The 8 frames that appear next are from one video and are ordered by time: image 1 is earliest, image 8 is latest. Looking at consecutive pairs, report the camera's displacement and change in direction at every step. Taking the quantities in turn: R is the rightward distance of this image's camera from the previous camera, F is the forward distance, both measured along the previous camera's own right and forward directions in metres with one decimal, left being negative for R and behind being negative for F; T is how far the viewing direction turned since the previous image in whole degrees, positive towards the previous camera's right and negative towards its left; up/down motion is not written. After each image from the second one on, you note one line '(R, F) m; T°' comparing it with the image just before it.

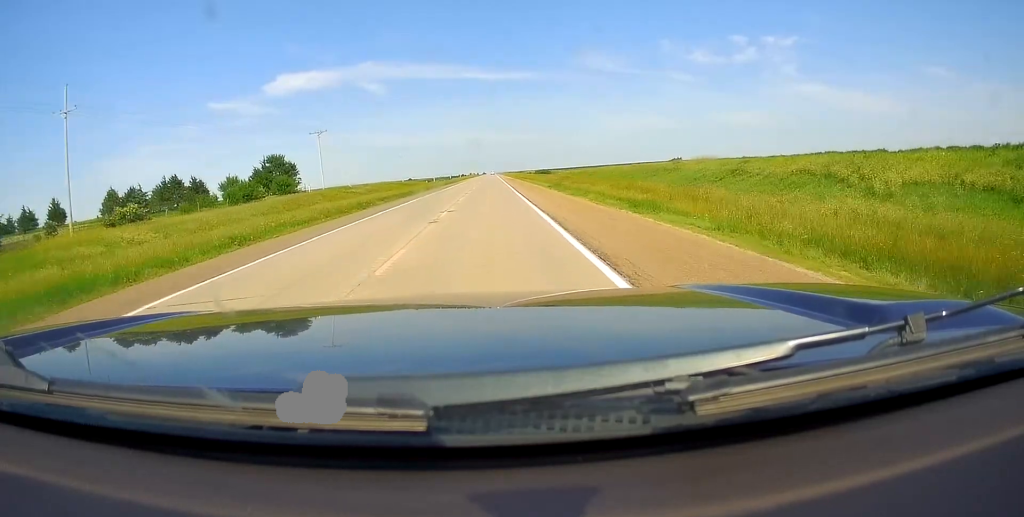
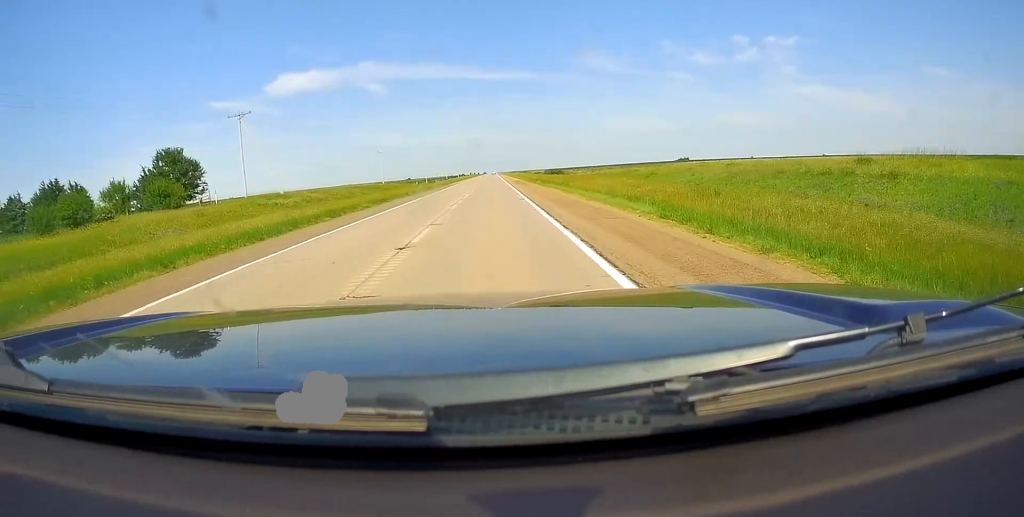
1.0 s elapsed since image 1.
(0.0, +32.3) m; 0°
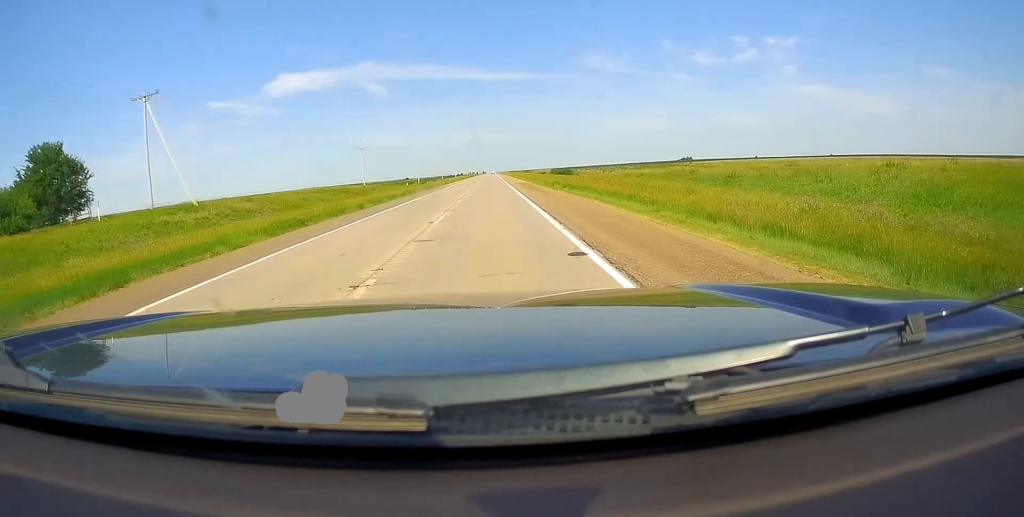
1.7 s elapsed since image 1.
(0.0, +20.0) m; 0°
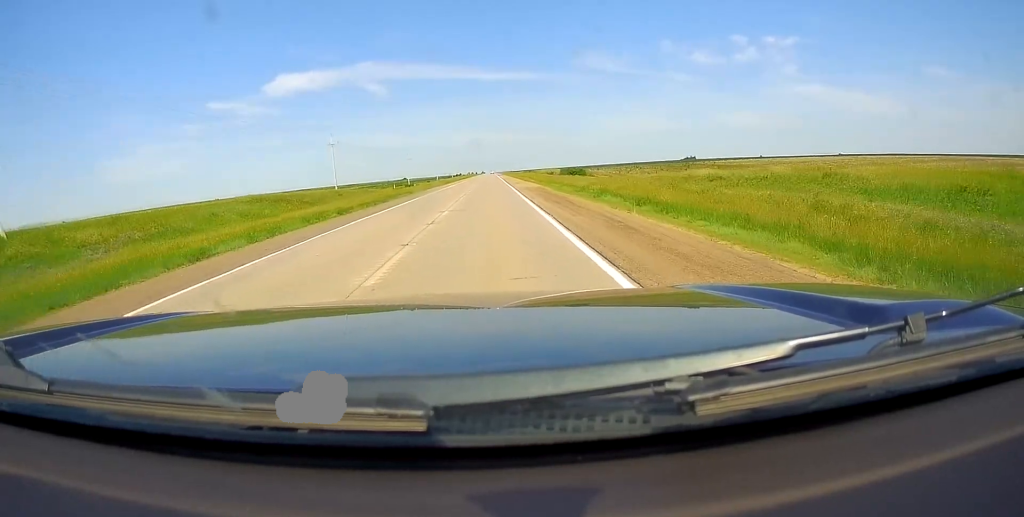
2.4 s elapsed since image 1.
(0.0, +21.5) m; 0°
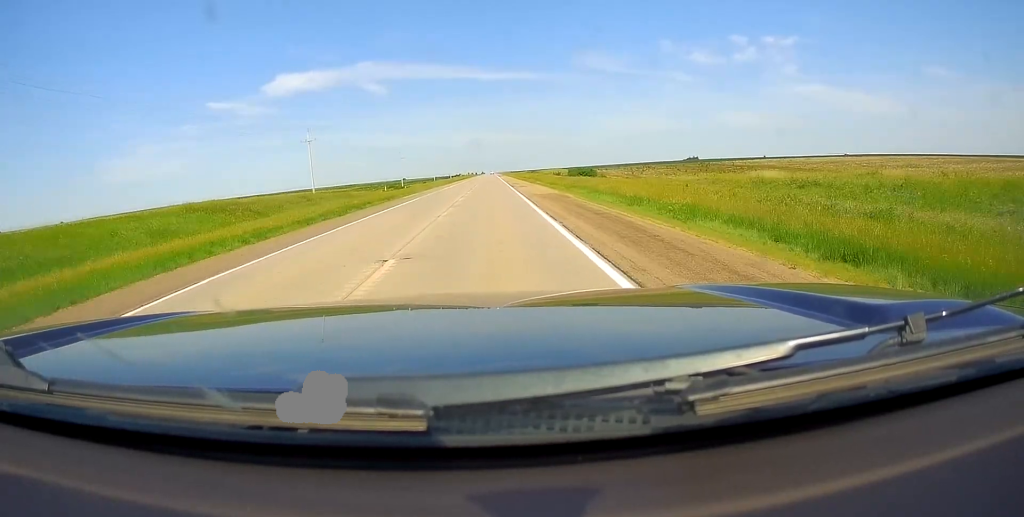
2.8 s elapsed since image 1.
(0.0, +12.7) m; 0°
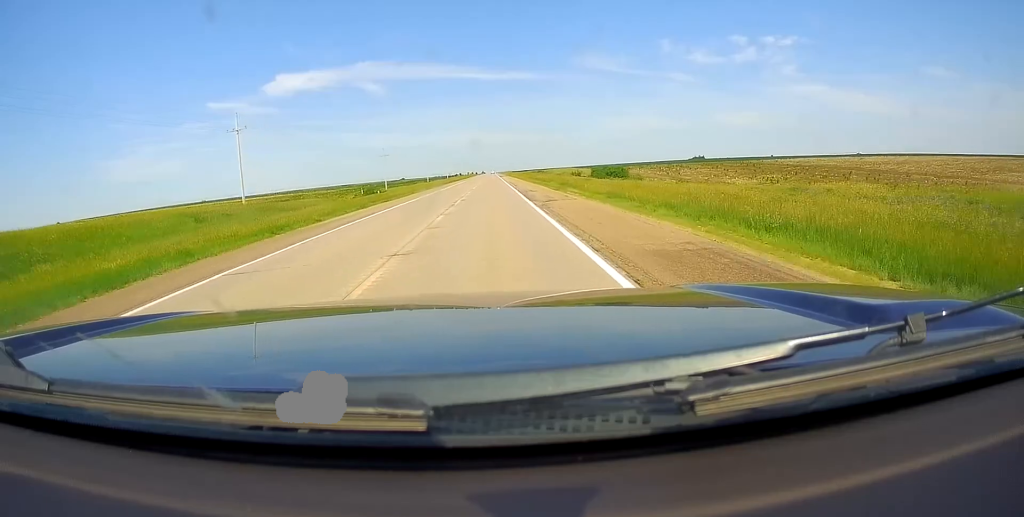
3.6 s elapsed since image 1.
(0.0, +25.4) m; 0°
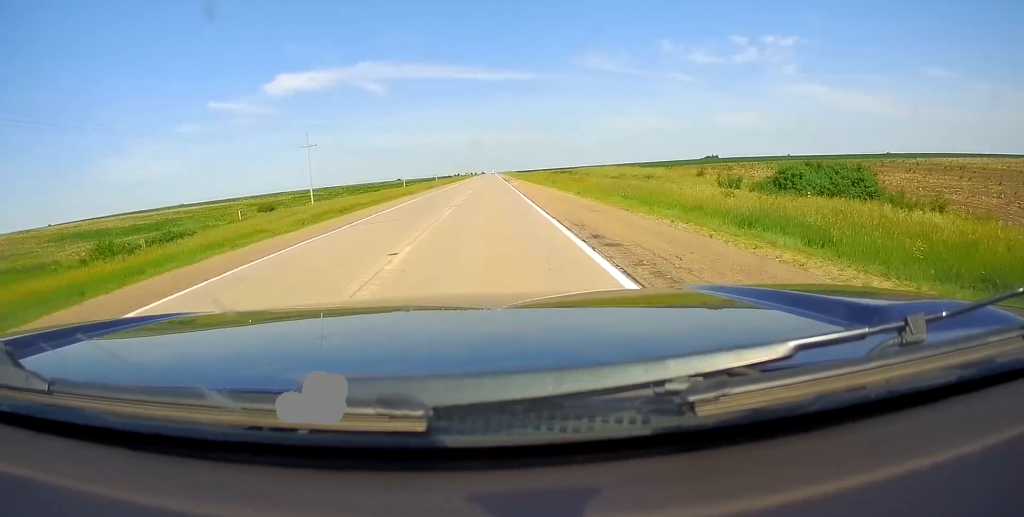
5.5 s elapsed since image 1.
(0.0, +56.6) m; 0°
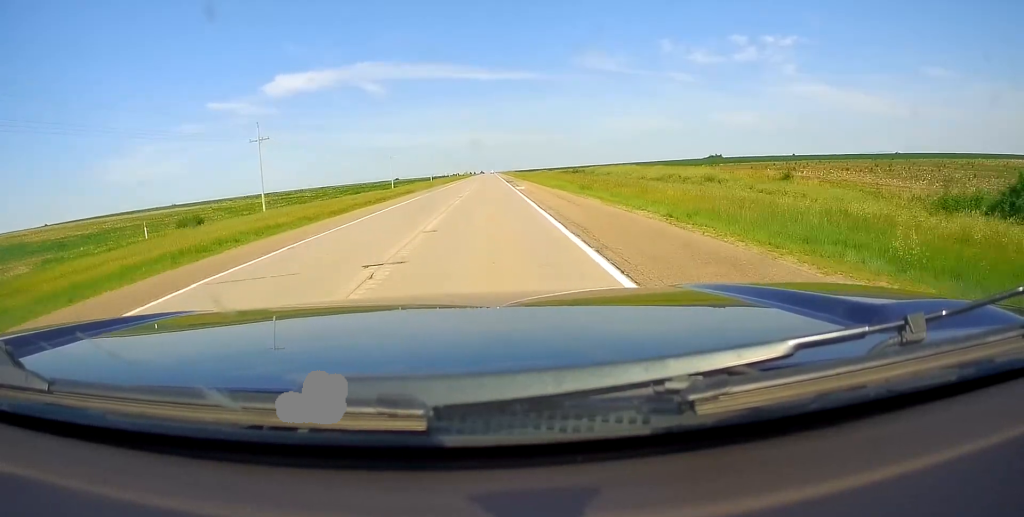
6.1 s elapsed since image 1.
(0.0, +17.4) m; 0°
